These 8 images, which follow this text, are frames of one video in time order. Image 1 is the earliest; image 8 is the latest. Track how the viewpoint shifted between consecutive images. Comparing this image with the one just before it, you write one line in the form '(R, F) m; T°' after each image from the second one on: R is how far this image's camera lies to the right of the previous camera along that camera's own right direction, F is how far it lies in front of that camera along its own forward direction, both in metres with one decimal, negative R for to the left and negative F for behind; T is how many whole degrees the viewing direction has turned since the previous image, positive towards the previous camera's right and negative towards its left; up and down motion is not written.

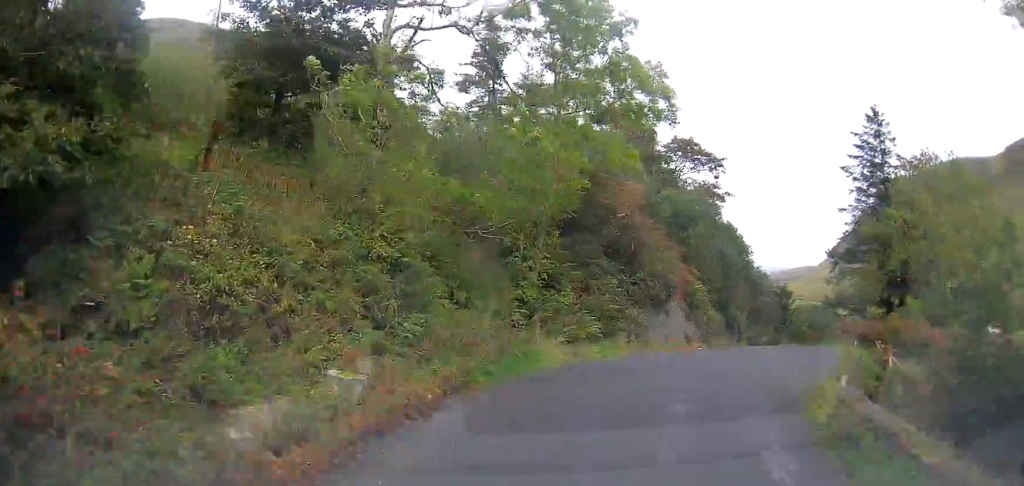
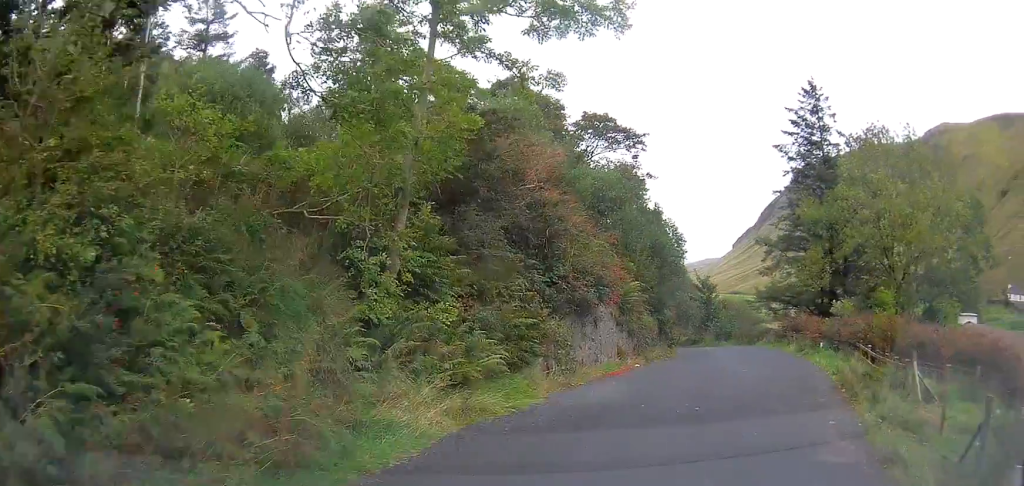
(+0.6, +6.3) m; +7°
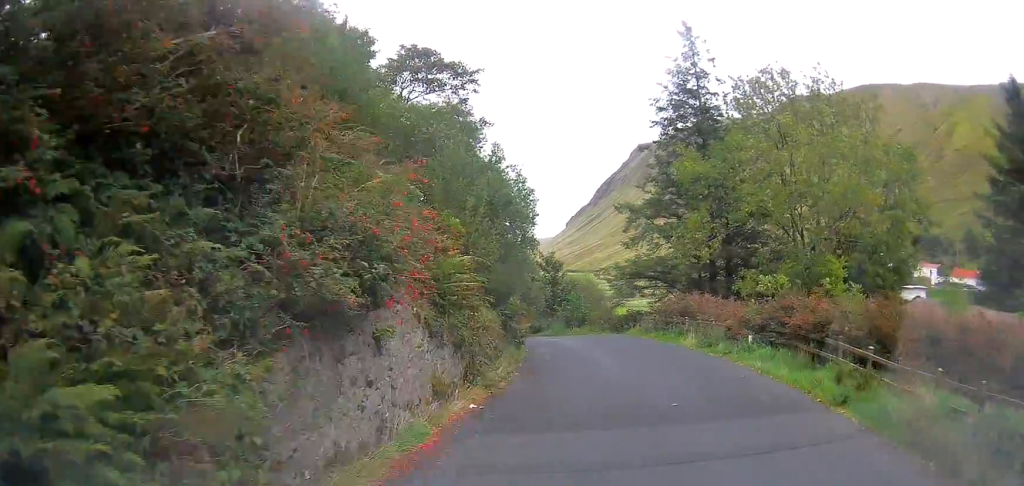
(+0.9, +8.6) m; +11°
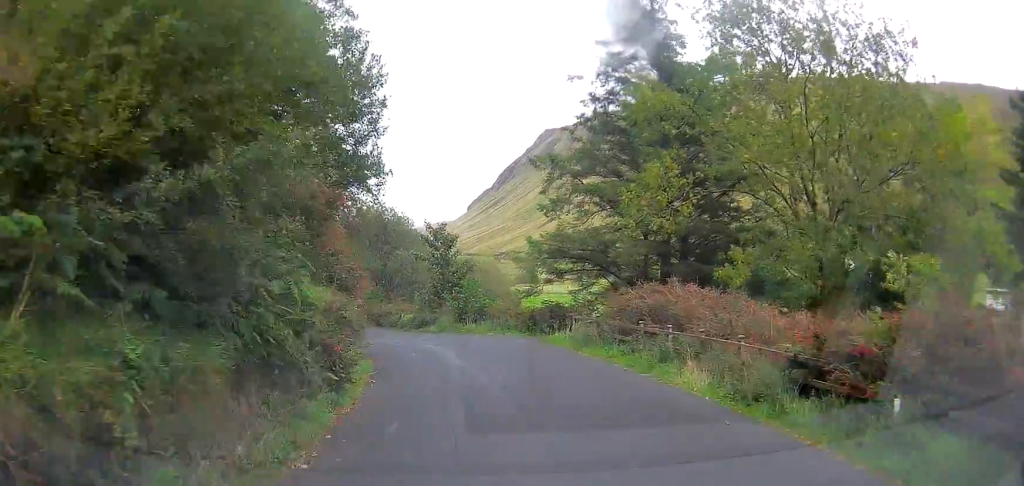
(+1.3, +11.1) m; +9°
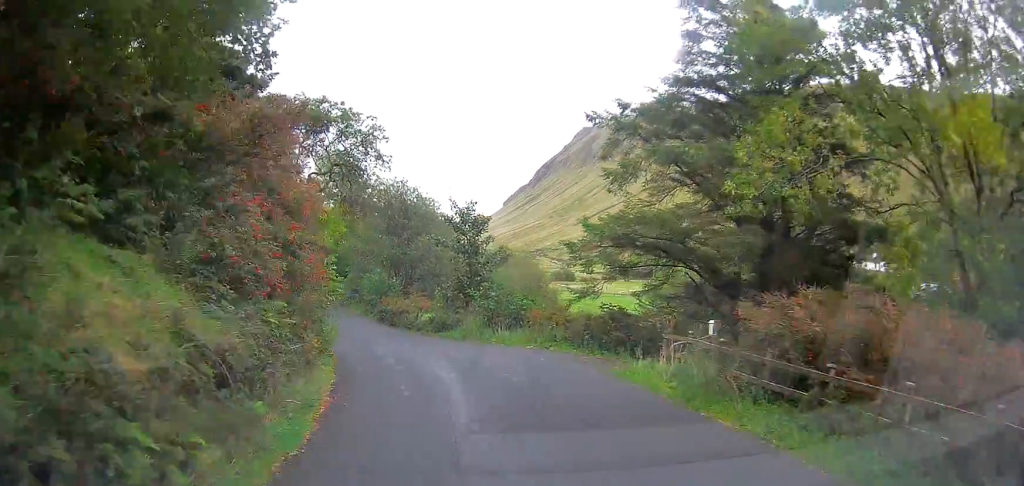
(+0.3, +7.5) m; 0°
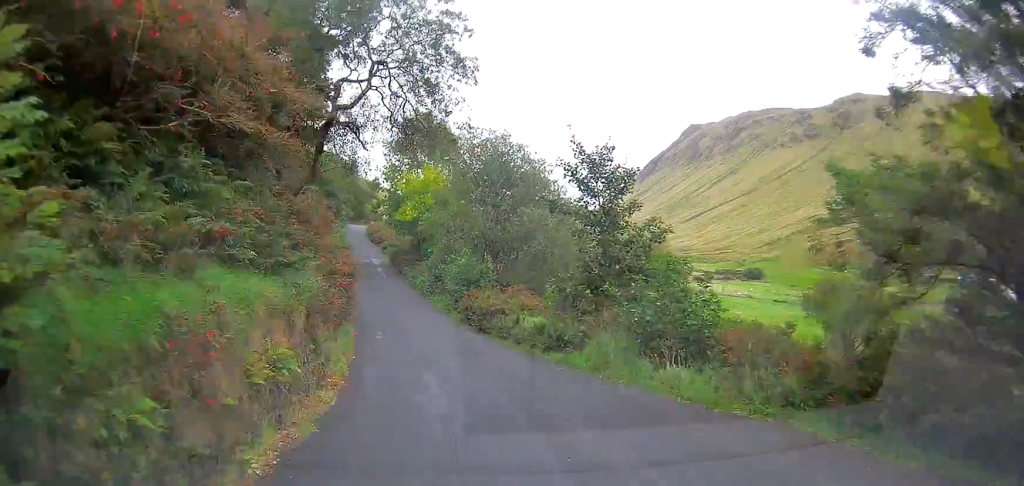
(-0.6, +11.2) m; -7°
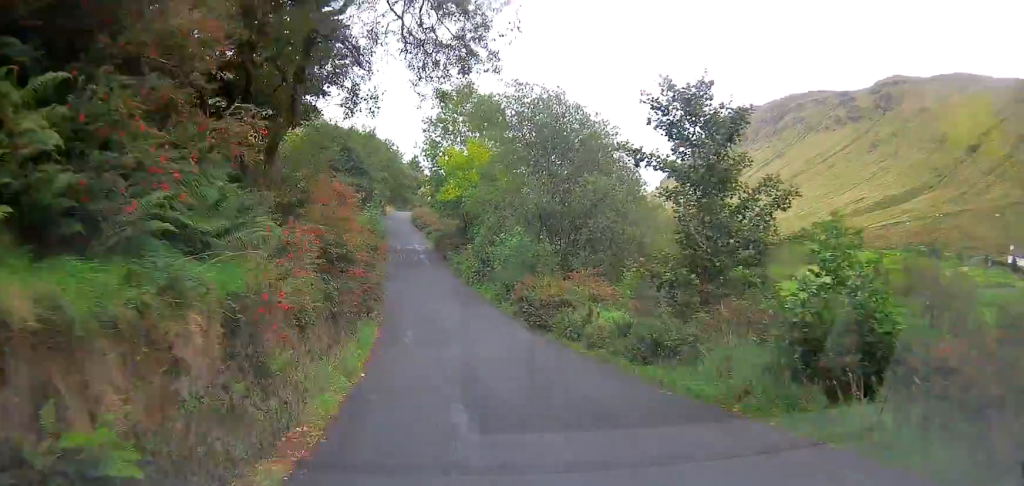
(-0.1, +5.3) m; -4°
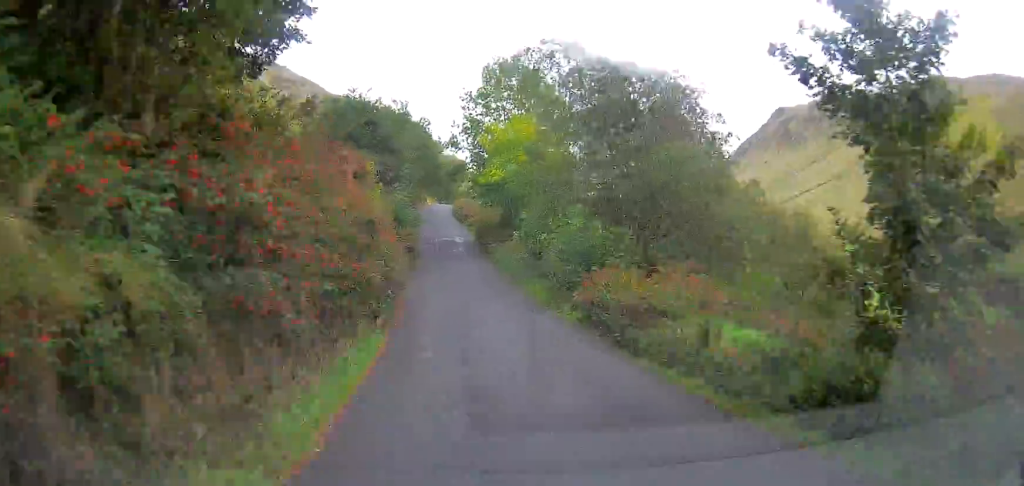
(-0.3, +6.0) m; -3°
